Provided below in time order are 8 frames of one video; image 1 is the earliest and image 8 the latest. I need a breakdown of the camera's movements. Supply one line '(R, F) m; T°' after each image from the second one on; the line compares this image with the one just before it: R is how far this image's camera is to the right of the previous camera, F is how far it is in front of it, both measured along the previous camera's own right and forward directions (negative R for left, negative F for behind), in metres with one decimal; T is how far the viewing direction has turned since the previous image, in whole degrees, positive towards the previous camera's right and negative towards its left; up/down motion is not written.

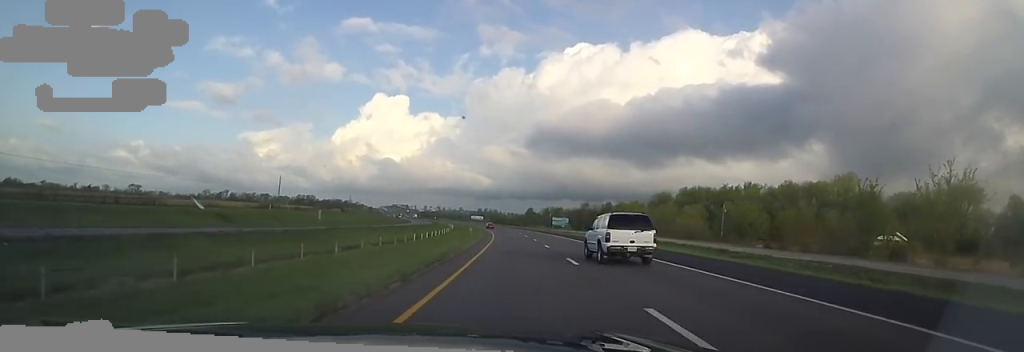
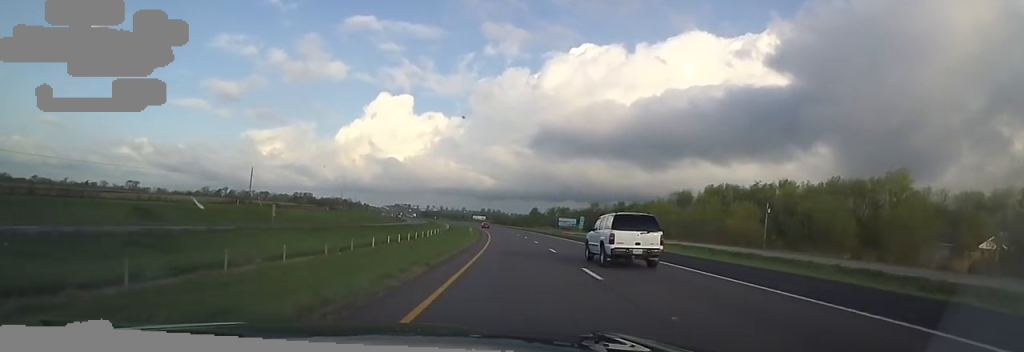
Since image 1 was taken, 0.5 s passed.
(+0.7, +16.7) m; 0°
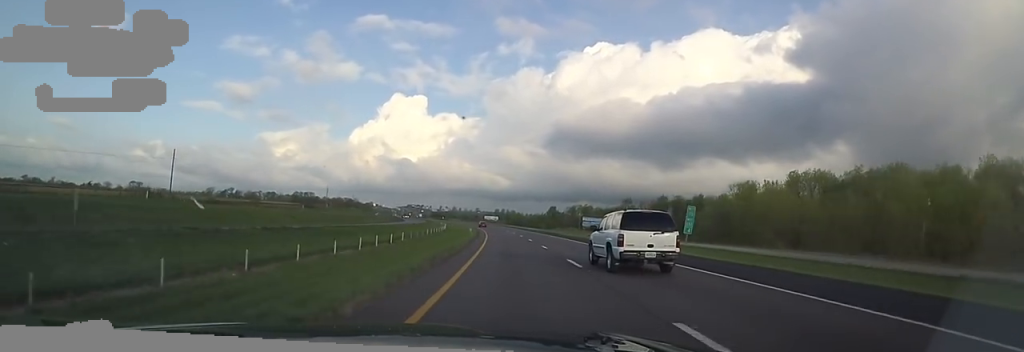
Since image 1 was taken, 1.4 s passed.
(-0.8, +33.4) m; -2°
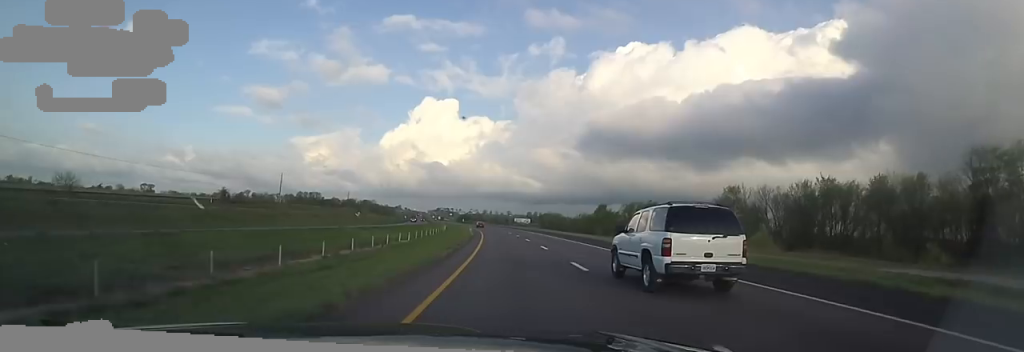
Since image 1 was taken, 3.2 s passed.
(-1.8, +62.5) m; -4°
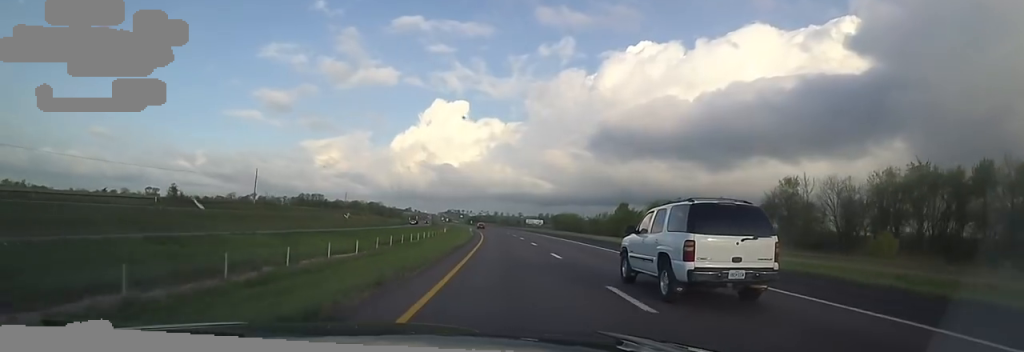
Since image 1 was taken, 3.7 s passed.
(-0.4, +18.7) m; -1°
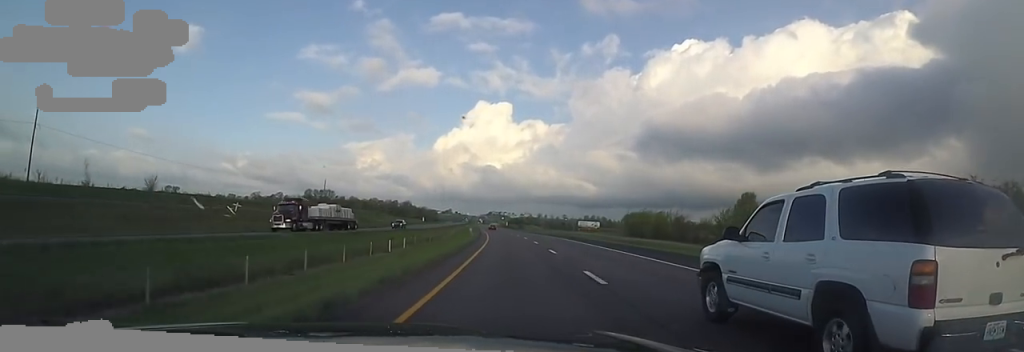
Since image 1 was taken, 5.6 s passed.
(-3.2, +68.1) m; -5°
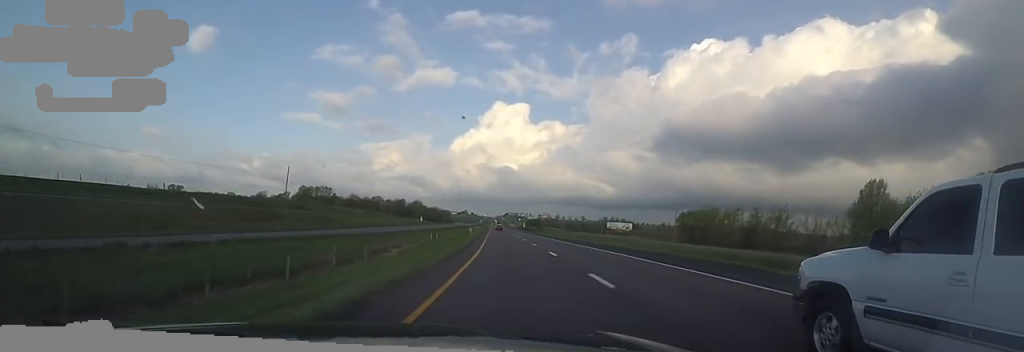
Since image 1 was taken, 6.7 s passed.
(-0.2, +36.9) m; -3°
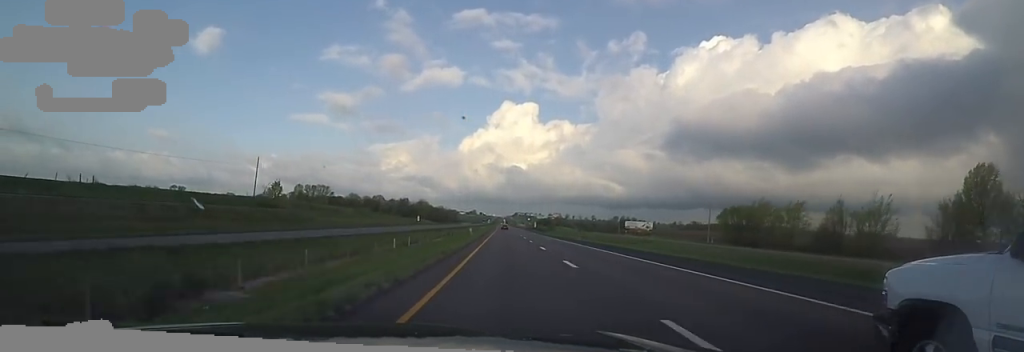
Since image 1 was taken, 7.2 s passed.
(-0.7, +18.9) m; -1°
